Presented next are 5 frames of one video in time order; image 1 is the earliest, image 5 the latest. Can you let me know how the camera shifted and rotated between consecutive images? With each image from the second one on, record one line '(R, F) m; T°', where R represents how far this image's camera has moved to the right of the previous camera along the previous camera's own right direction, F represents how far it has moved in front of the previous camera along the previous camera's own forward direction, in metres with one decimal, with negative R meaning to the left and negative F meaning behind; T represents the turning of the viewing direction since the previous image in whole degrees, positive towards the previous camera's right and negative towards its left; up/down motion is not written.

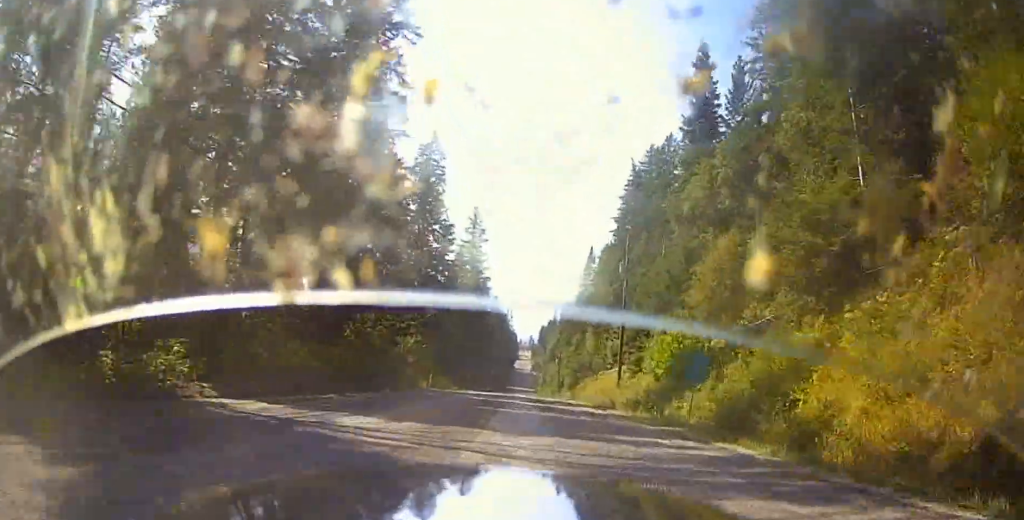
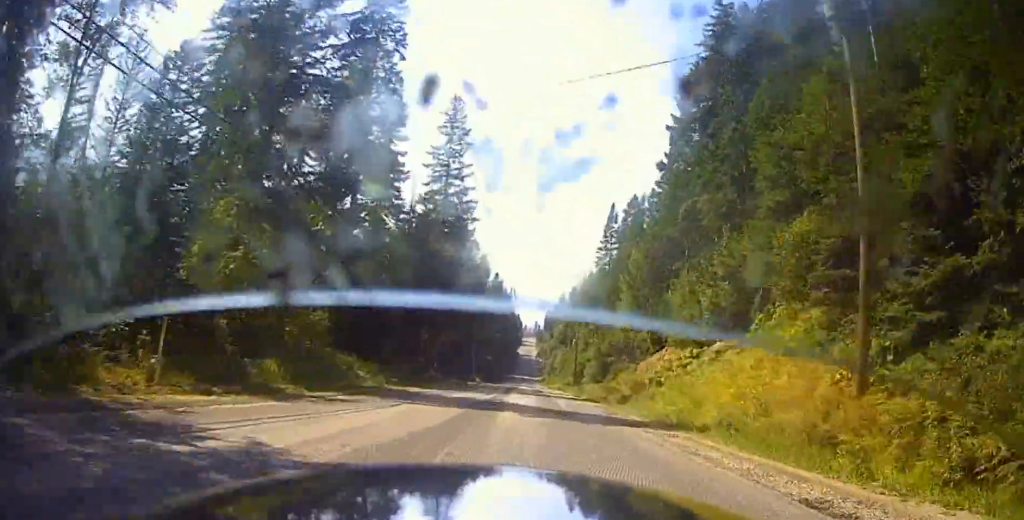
(-1.1, +37.2) m; -3°
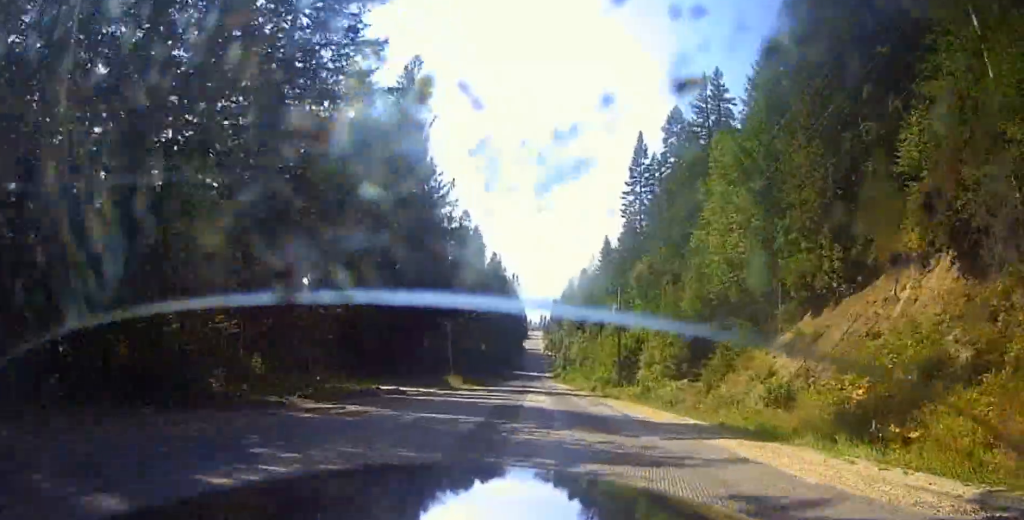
(+3.1, +40.8) m; +7°
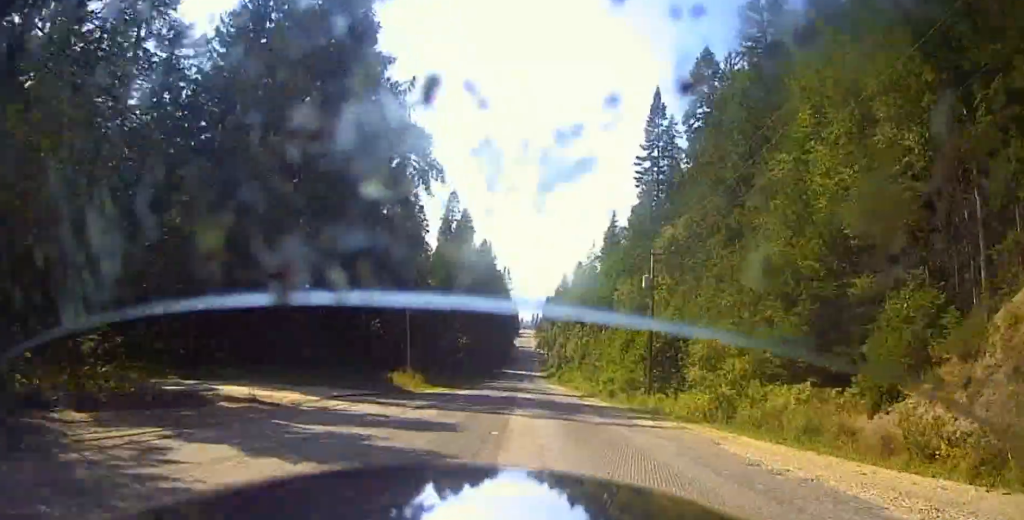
(+0.1, +19.4) m; -1°
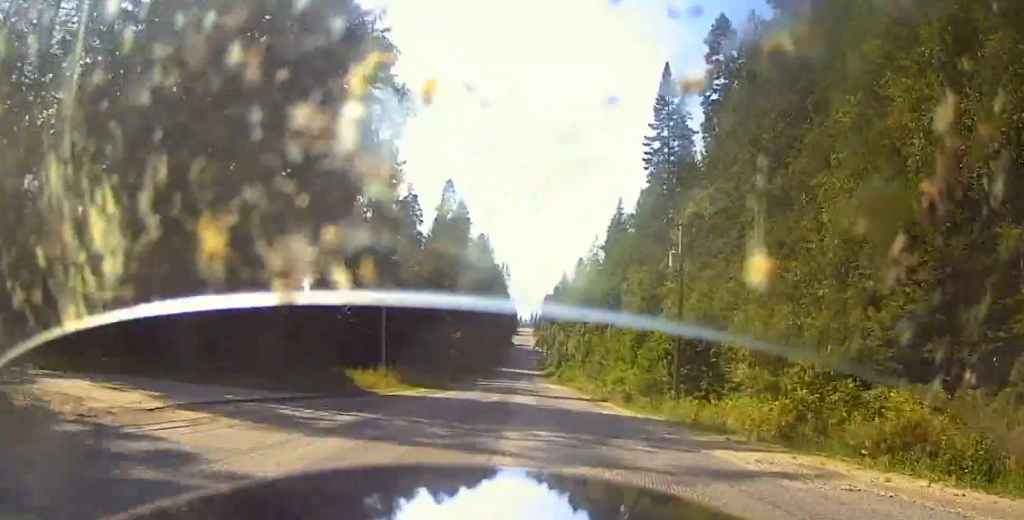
(+0.3, +8.0) m; -1°
